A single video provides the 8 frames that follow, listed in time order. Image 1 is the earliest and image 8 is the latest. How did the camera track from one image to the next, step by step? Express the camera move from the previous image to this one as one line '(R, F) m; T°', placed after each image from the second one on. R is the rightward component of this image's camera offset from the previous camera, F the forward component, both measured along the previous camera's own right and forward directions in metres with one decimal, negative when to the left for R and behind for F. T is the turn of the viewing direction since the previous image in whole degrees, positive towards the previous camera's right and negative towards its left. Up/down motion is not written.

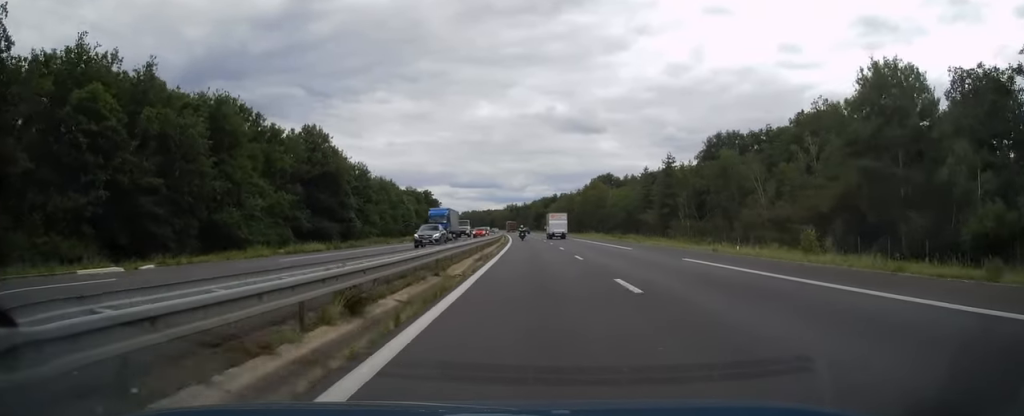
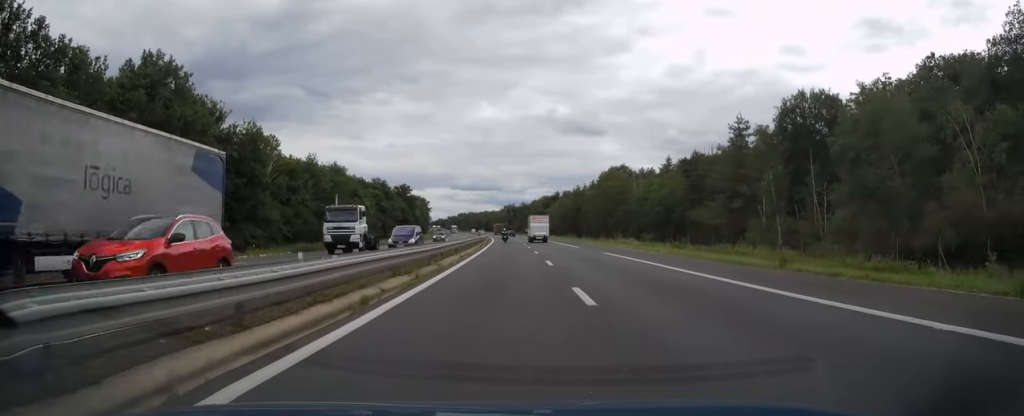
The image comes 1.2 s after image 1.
(-0.2, +40.3) m; -1°
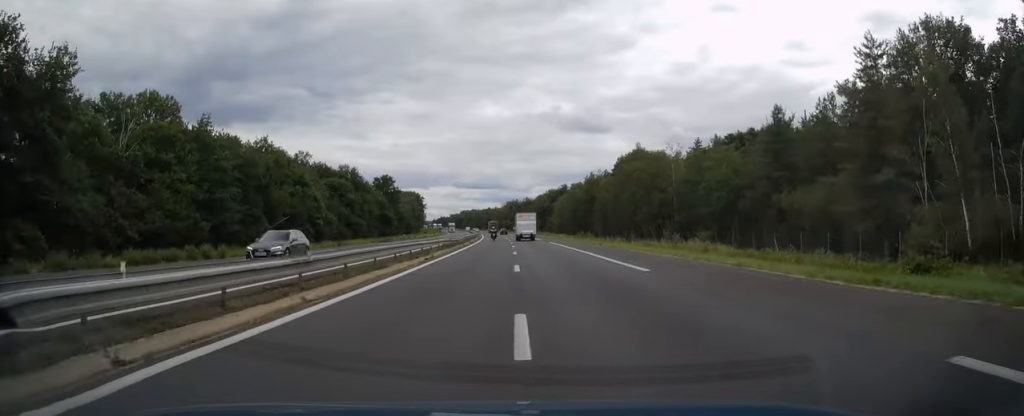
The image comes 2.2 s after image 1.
(-0.1, +30.3) m; 0°
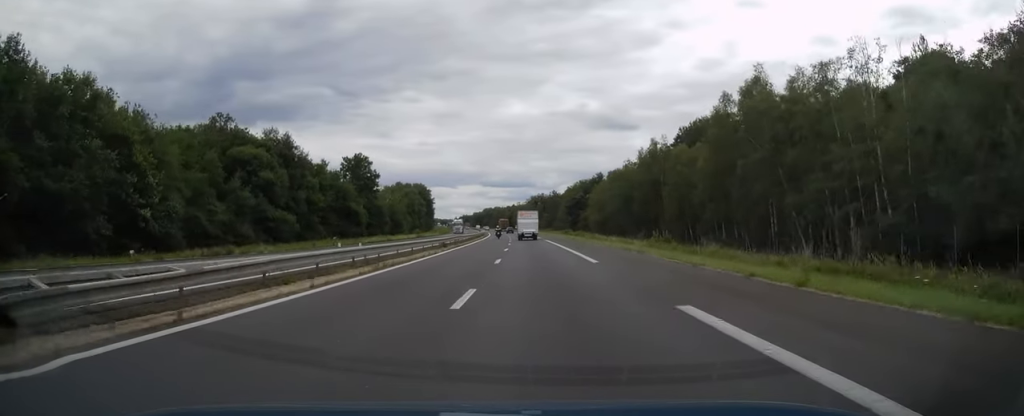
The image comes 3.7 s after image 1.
(-0.4, +48.4) m; -1°
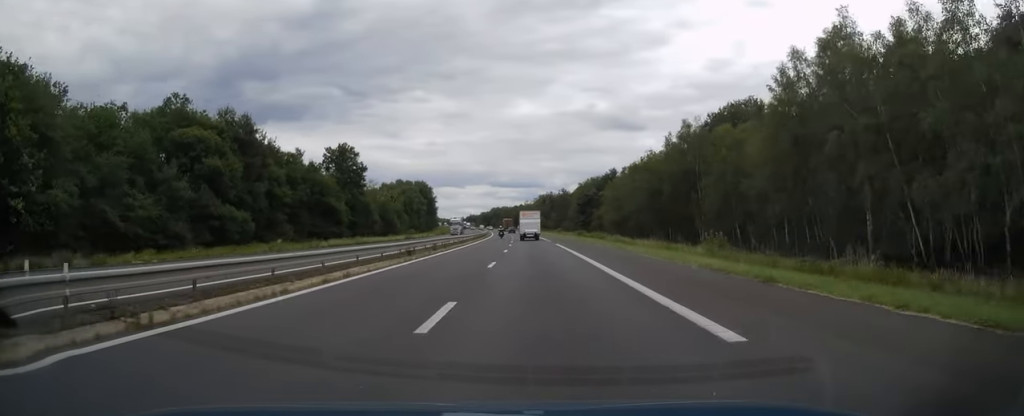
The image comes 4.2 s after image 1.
(-0.1, +15.5) m; -1°
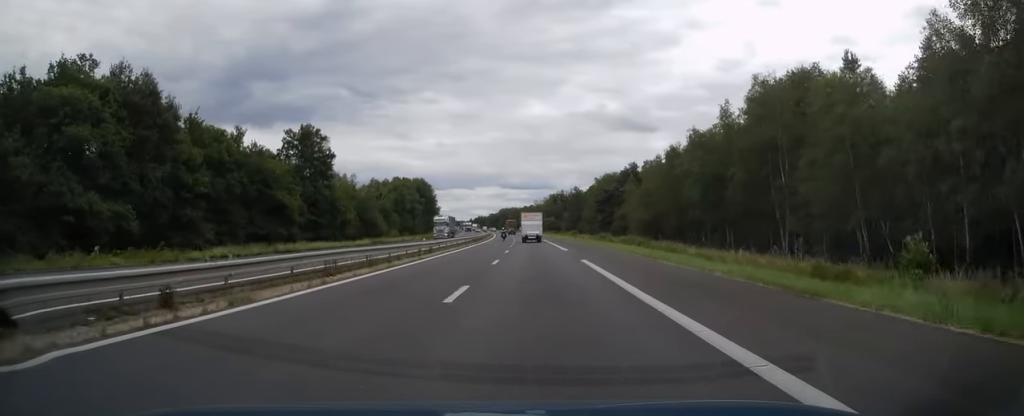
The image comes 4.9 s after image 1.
(-0.2, +22.8) m; -1°
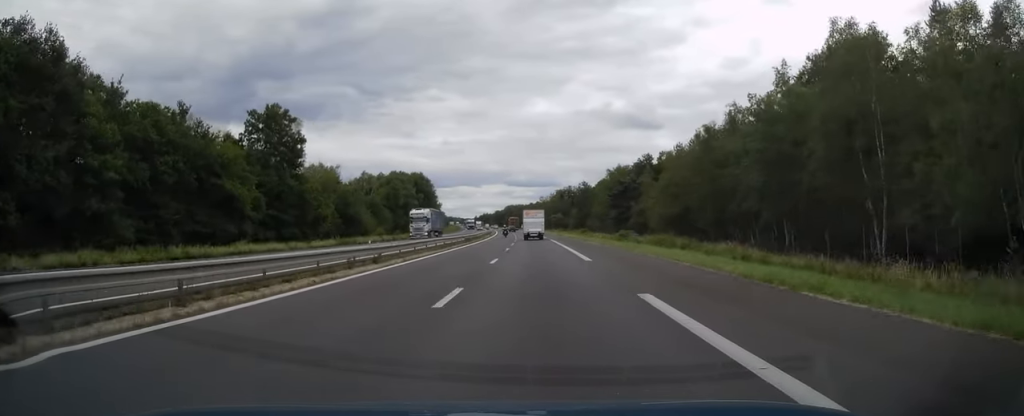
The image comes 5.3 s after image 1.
(0.0, +14.2) m; -1°
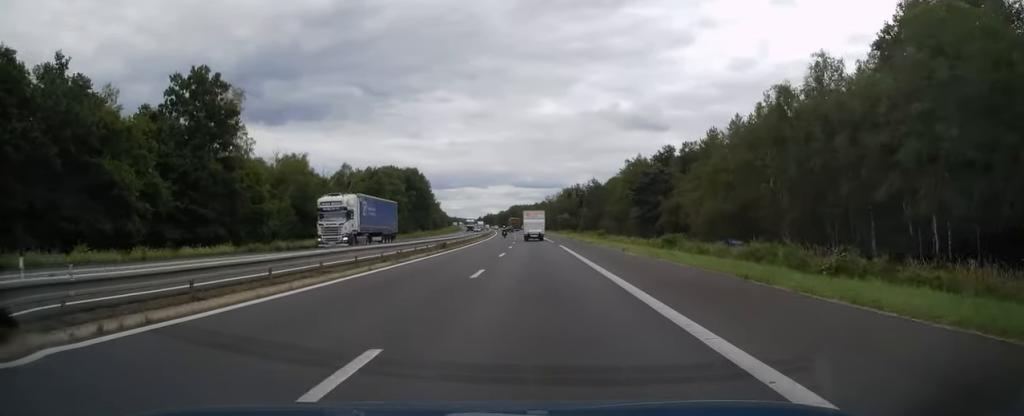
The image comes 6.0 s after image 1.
(-0.2, +19.7) m; -1°
